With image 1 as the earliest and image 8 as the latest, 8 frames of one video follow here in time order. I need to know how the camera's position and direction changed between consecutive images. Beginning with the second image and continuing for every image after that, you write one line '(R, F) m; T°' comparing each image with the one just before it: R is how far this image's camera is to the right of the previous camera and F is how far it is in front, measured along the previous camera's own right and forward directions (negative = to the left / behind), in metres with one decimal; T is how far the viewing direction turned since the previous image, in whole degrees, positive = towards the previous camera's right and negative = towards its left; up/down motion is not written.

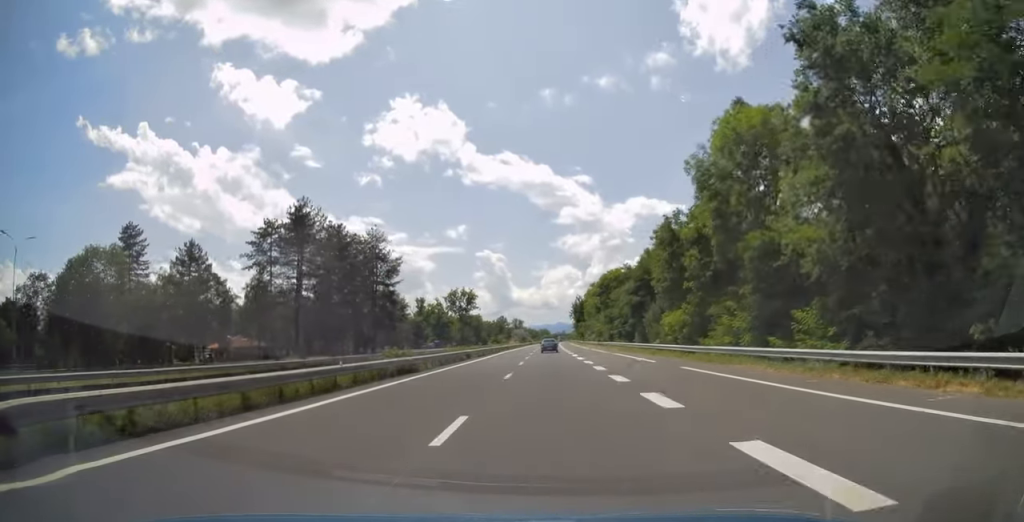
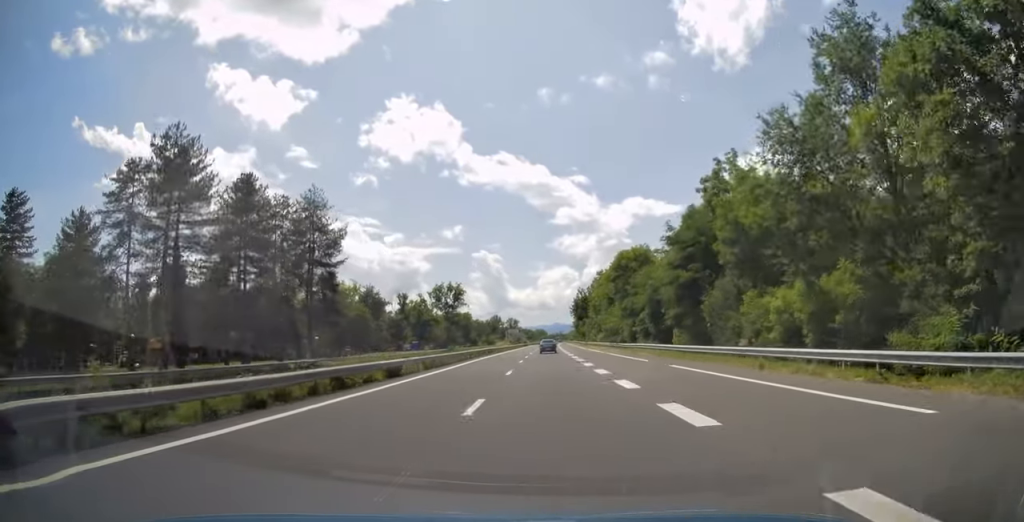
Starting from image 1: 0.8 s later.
(+0.3, +23.6) m; +1°
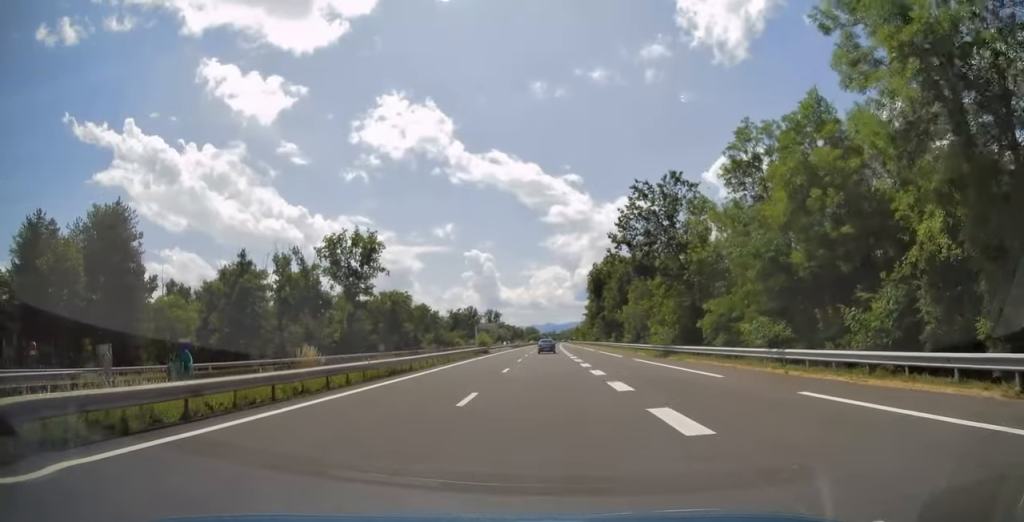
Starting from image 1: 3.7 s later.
(+0.7, +91.9) m; +1°
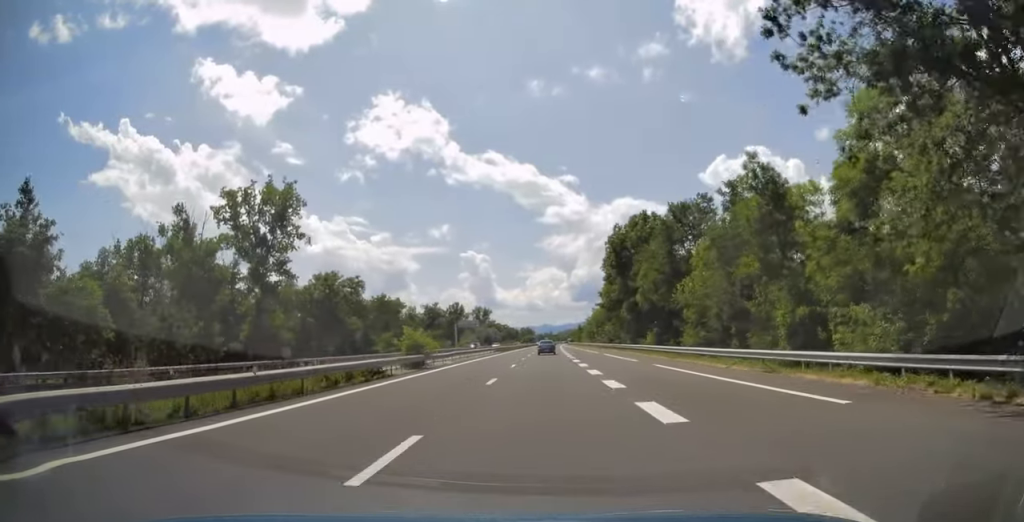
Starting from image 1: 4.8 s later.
(0.0, +33.7) m; -1°
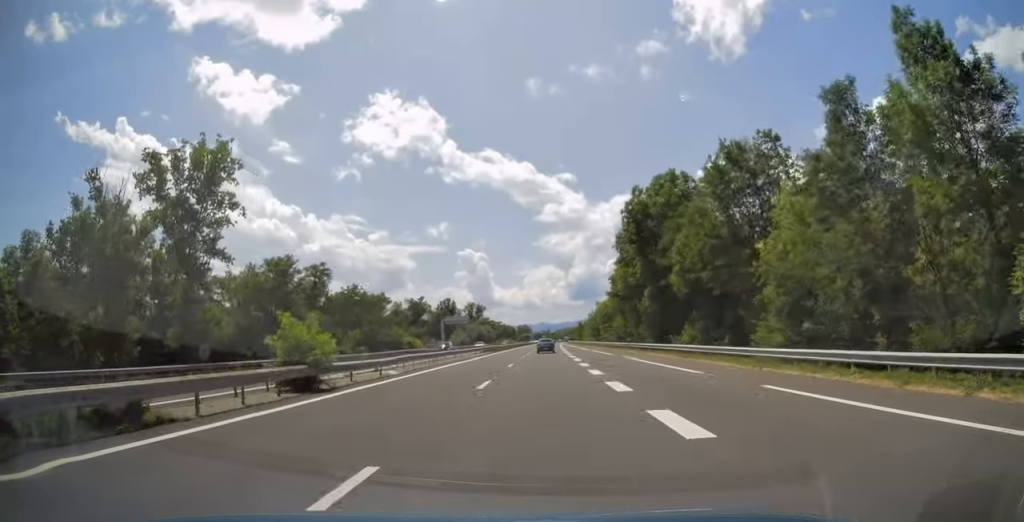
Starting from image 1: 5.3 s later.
(-0.2, +15.5) m; 0°
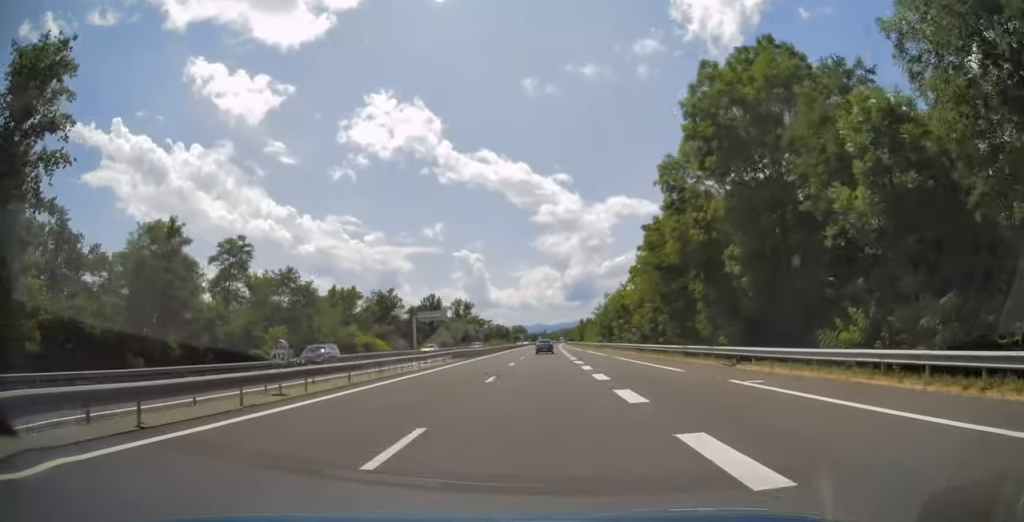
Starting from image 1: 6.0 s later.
(-0.1, +23.7) m; 0°
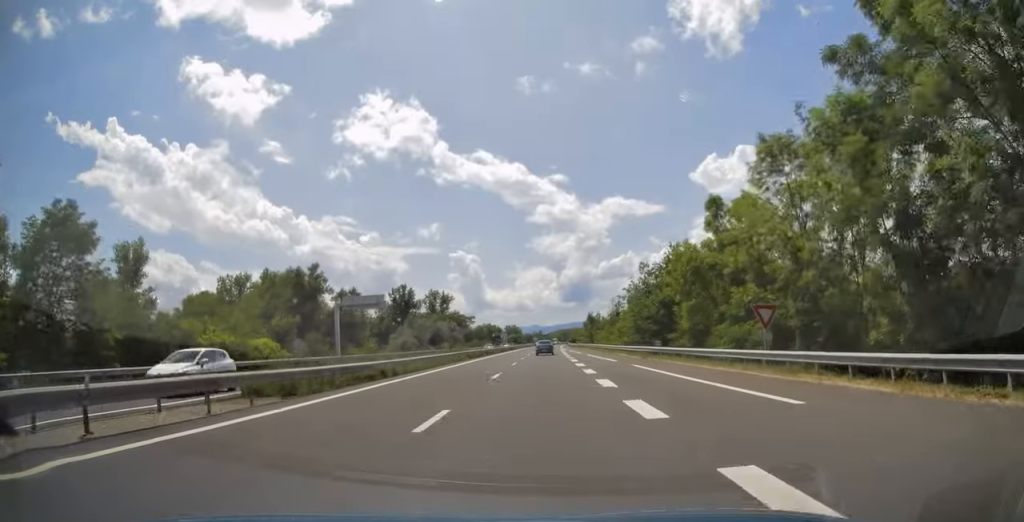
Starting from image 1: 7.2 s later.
(+0.6, +37.1) m; +1°
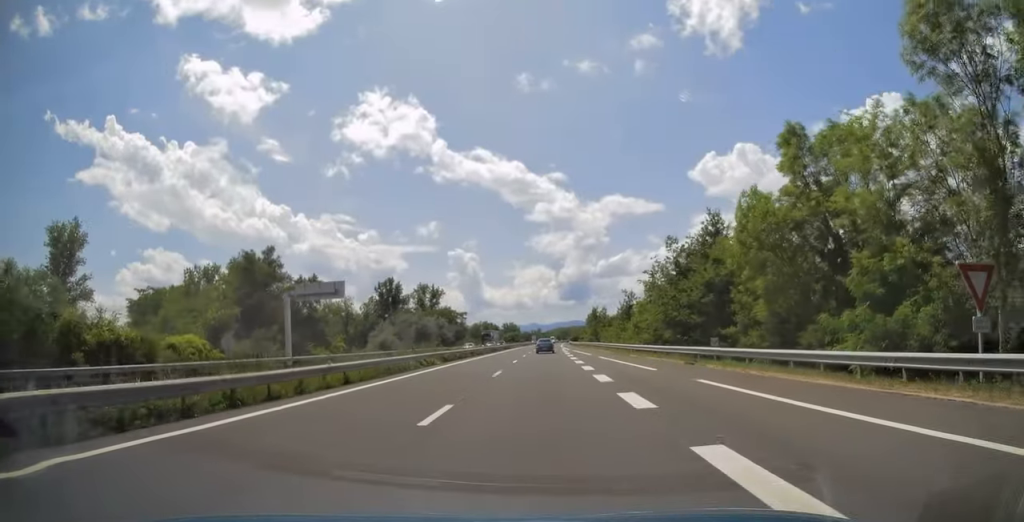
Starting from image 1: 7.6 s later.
(+0.2, +12.8) m; 0°
